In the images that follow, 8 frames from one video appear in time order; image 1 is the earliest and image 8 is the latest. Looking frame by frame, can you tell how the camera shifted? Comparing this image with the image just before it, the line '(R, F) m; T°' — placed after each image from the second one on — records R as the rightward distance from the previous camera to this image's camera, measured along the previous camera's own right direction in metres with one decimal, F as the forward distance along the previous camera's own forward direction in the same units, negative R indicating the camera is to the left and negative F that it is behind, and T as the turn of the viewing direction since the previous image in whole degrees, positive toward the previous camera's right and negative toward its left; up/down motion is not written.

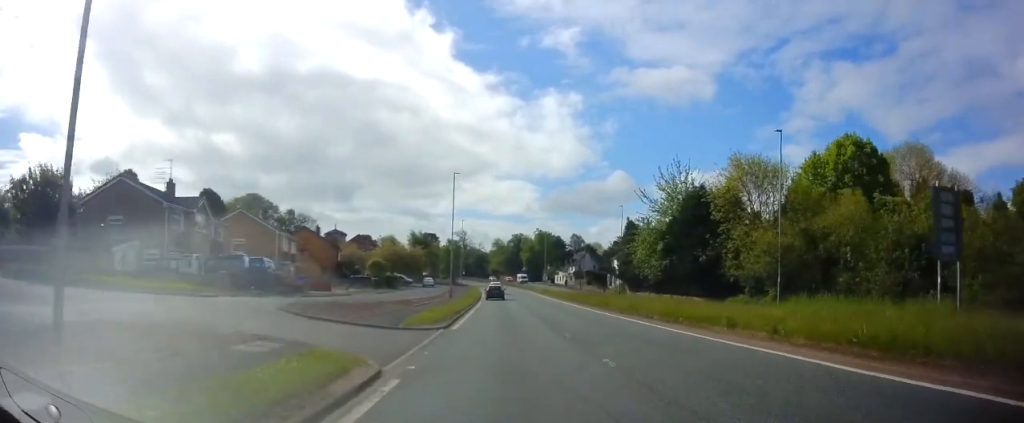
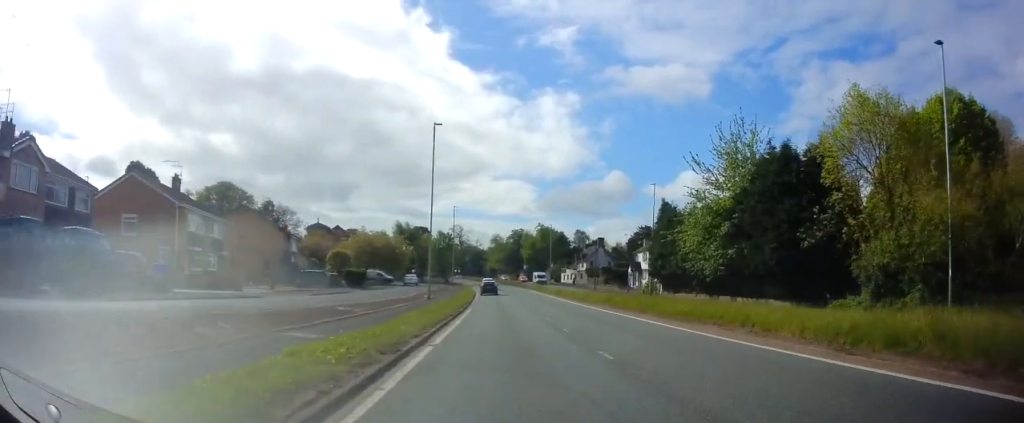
(+0.2, +17.2) m; +1°
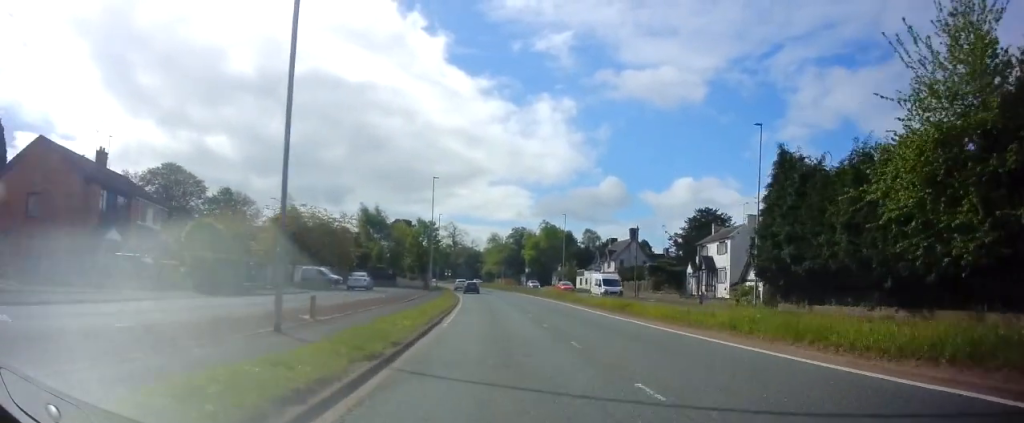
(+0.1, +27.5) m; 0°
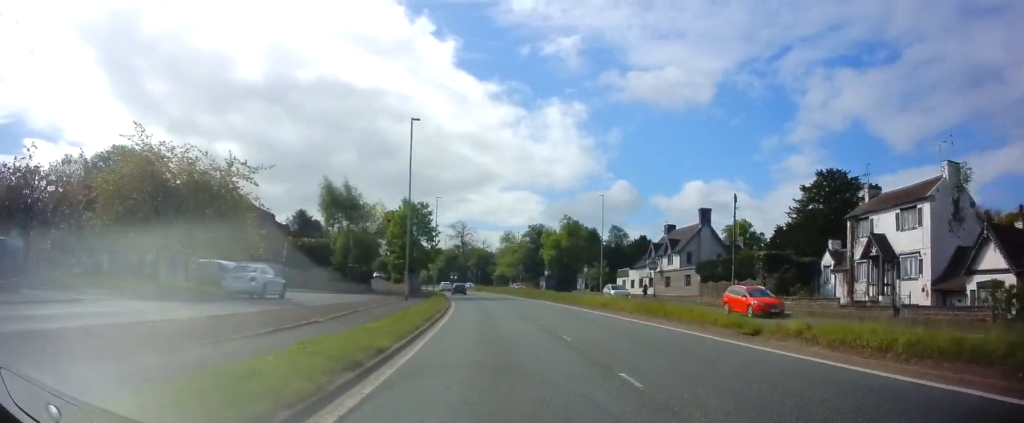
(-0.4, +23.5) m; -2°
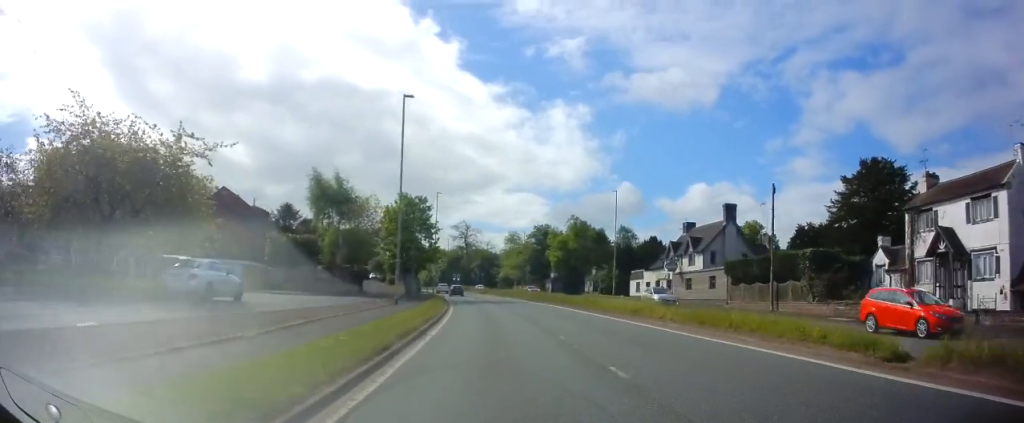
(0.0, +5.4) m; 0°
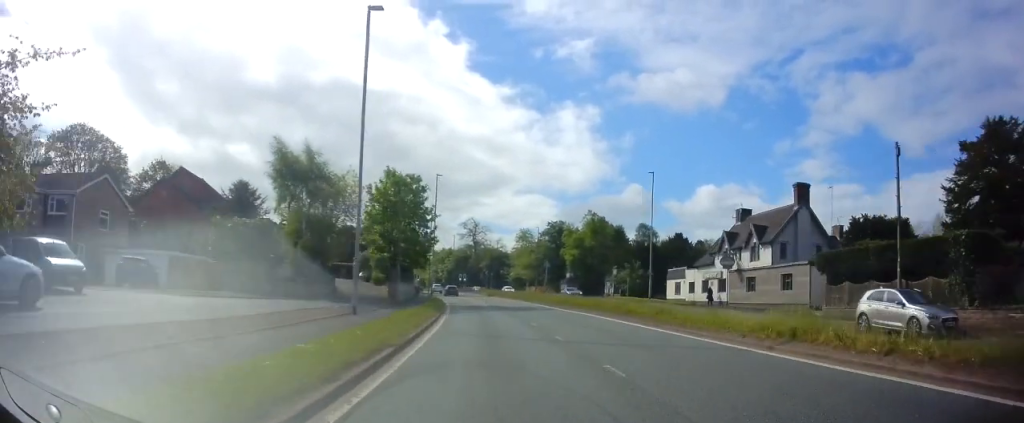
(0.0, +12.0) m; 0°
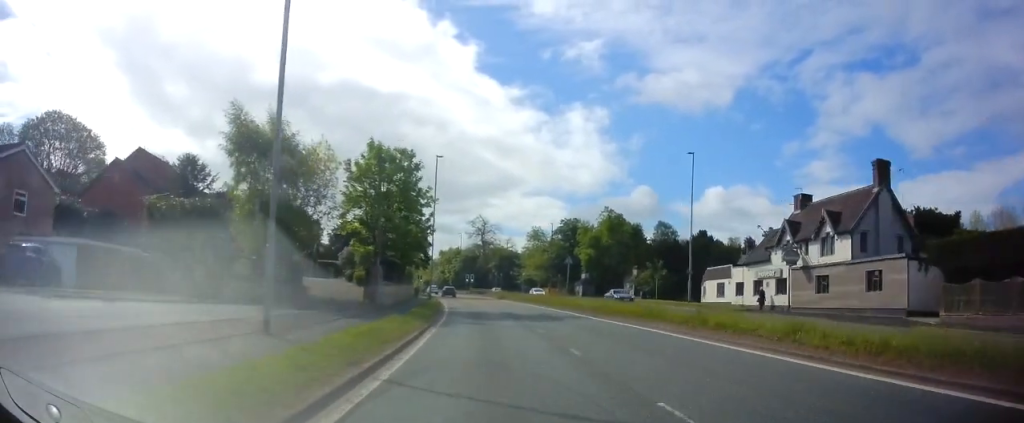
(0.0, +9.2) m; 0°
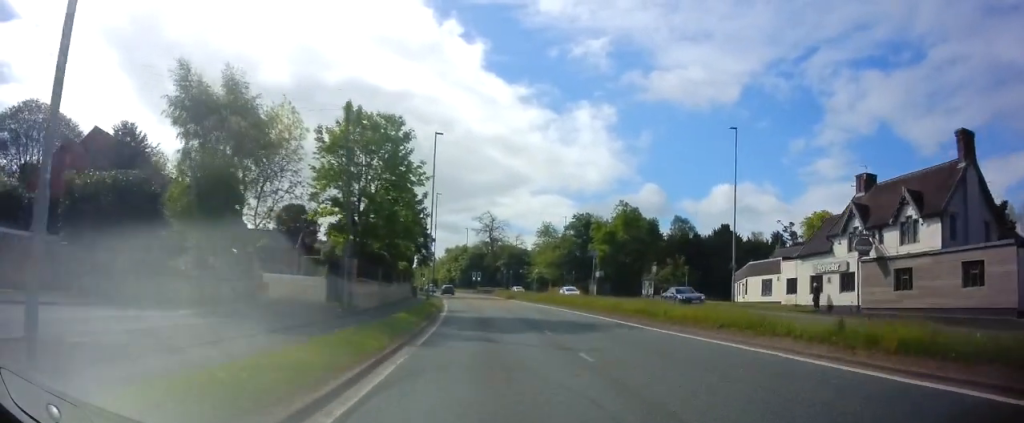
(0.0, +7.4) m; -1°
